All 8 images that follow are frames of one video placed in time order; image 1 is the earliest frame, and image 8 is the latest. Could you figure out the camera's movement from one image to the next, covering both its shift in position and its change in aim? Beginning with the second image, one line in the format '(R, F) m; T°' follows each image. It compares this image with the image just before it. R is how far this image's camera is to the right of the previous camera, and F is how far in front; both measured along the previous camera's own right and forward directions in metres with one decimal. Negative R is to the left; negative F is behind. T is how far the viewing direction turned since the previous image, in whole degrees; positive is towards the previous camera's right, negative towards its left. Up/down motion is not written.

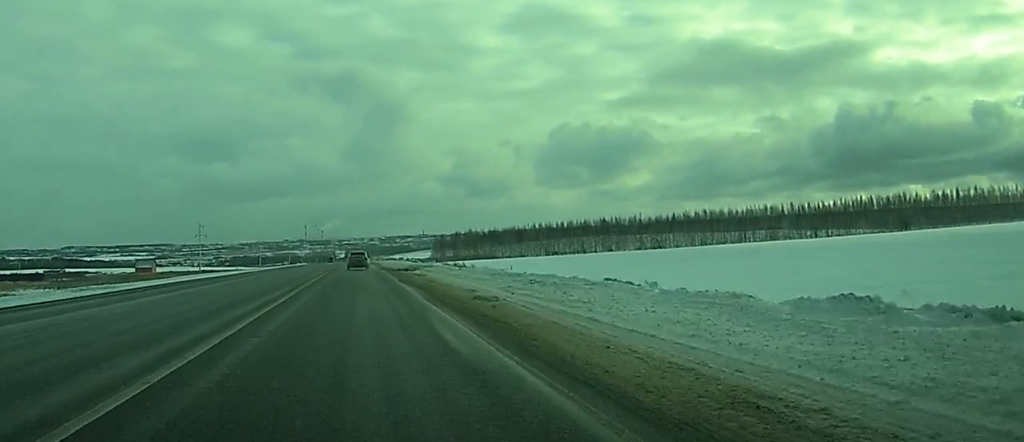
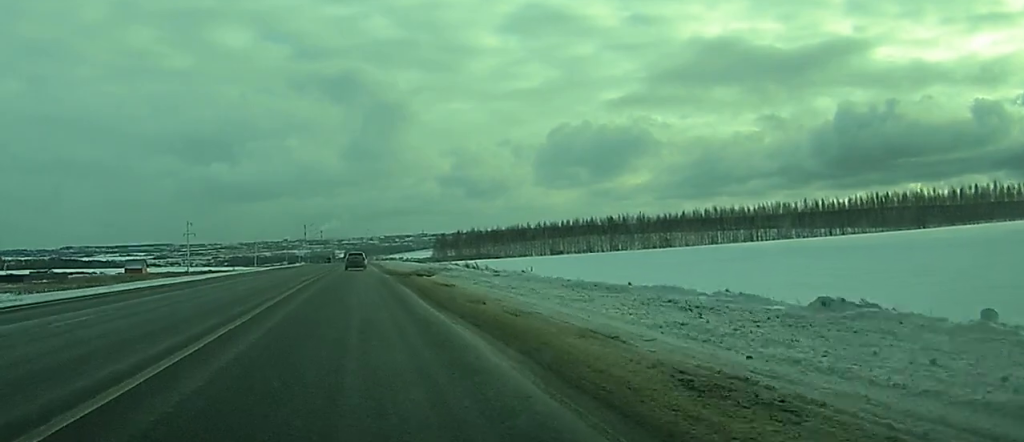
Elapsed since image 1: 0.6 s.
(0.0, +14.9) m; 0°
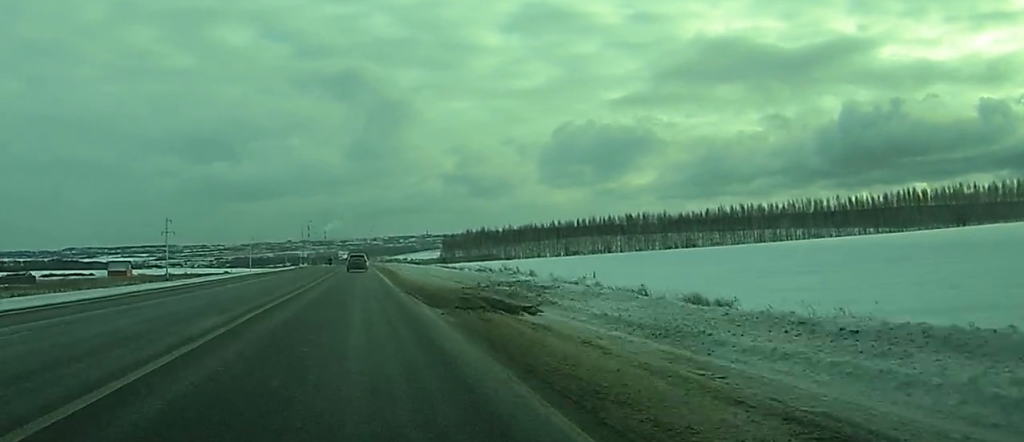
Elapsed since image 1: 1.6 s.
(+0.1, +27.4) m; 0°
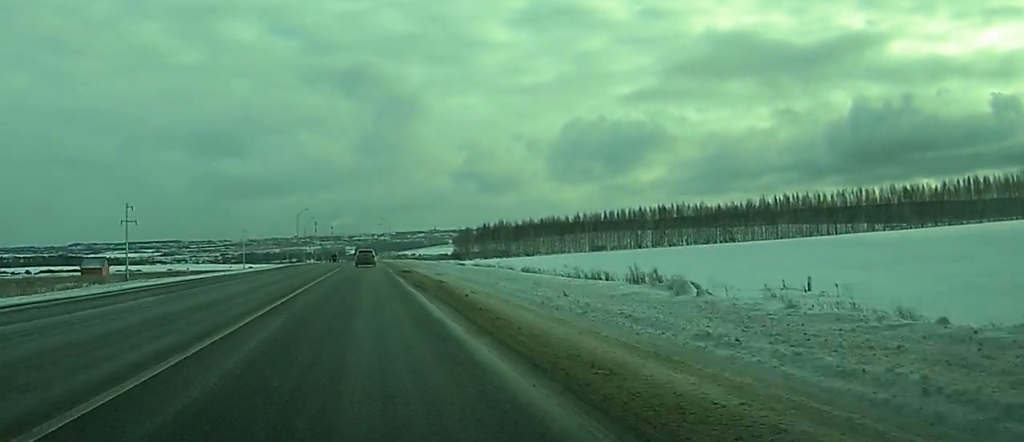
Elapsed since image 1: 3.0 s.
(0.0, +38.3) m; 0°
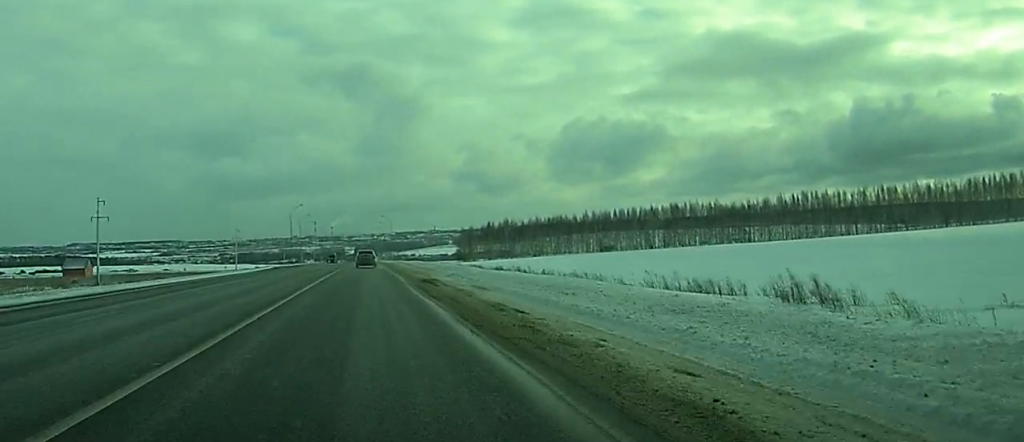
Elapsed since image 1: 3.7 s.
(0.0, +17.0) m; 0°
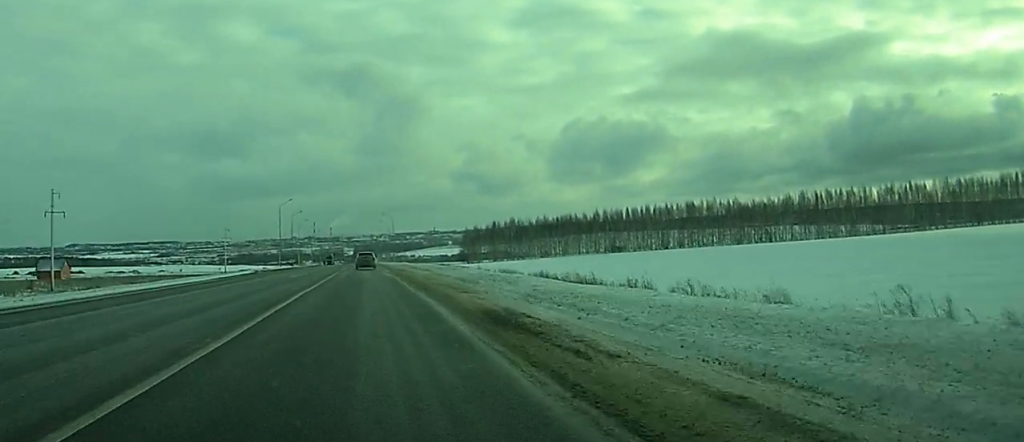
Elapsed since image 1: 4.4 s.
(0.0, +20.6) m; 0°
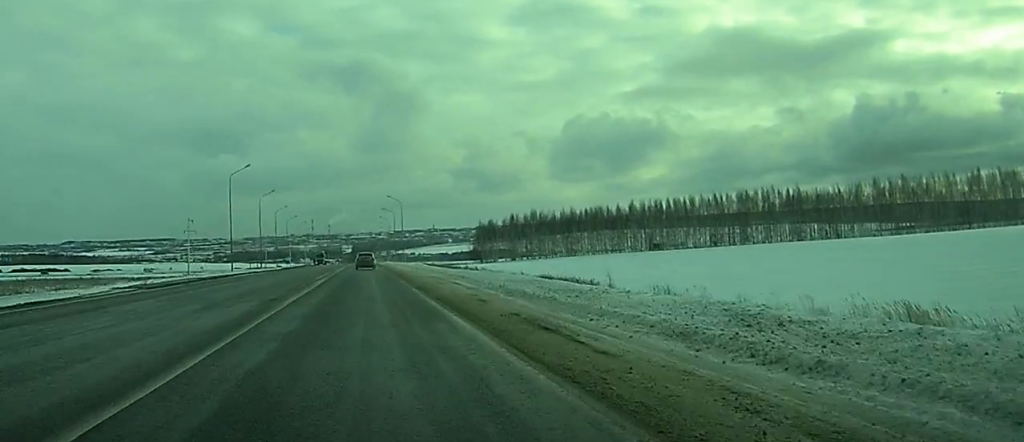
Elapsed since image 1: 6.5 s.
(-0.7, +54.2) m; -1°
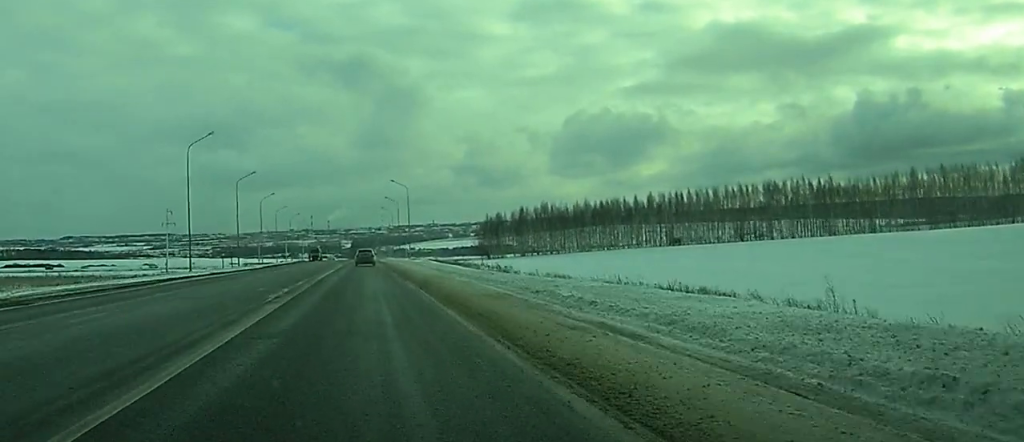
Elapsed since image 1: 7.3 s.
(+0.1, +22.9) m; 0°
